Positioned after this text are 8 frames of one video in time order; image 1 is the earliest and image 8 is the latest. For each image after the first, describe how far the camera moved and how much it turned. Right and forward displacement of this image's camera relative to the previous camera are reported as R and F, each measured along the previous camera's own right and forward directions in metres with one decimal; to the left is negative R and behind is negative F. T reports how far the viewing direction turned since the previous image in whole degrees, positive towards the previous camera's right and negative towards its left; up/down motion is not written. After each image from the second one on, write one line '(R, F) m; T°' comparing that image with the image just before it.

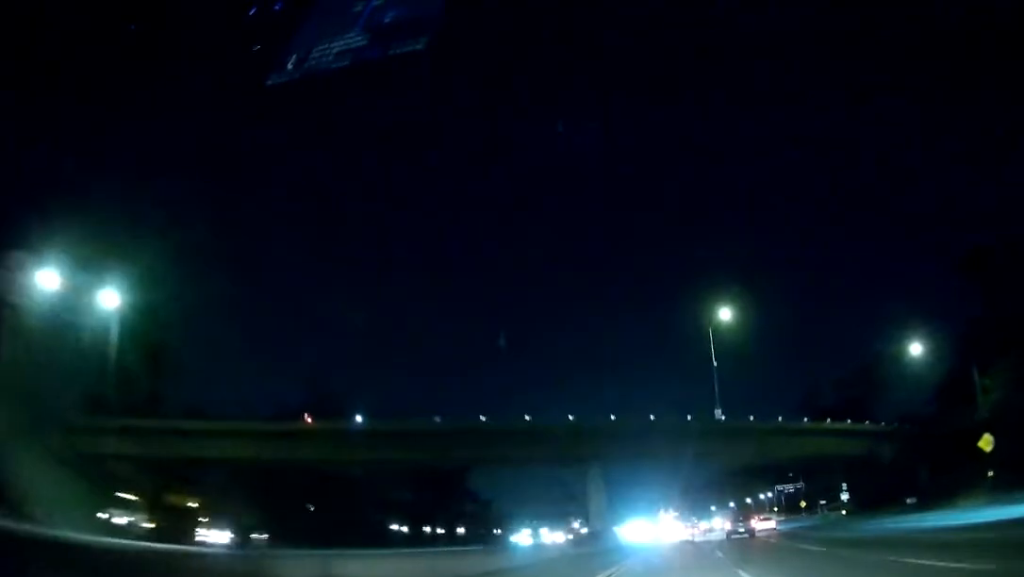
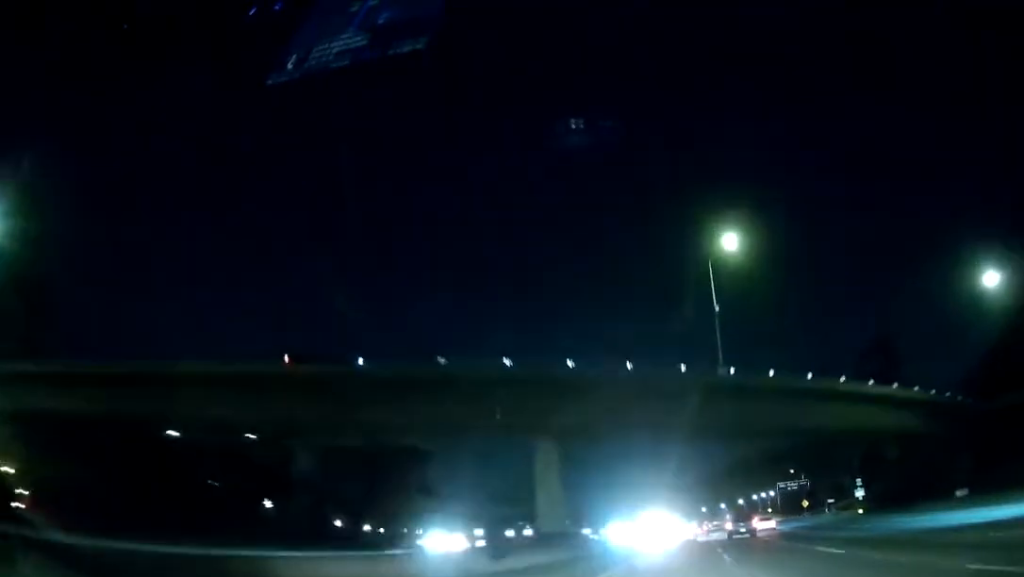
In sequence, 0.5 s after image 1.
(+0.1, +17.0) m; +1°
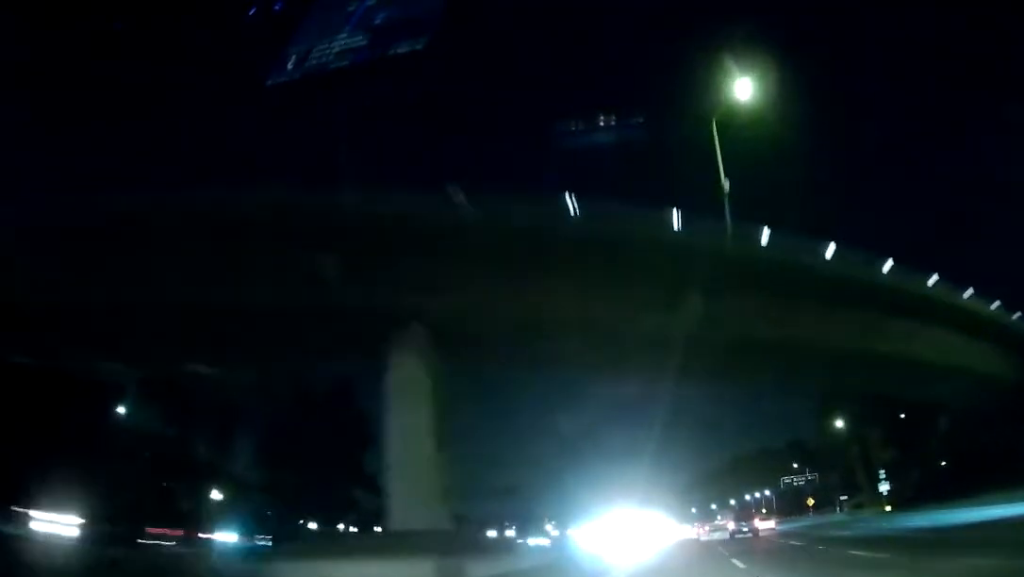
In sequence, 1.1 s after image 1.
(+0.2, +19.3) m; +1°
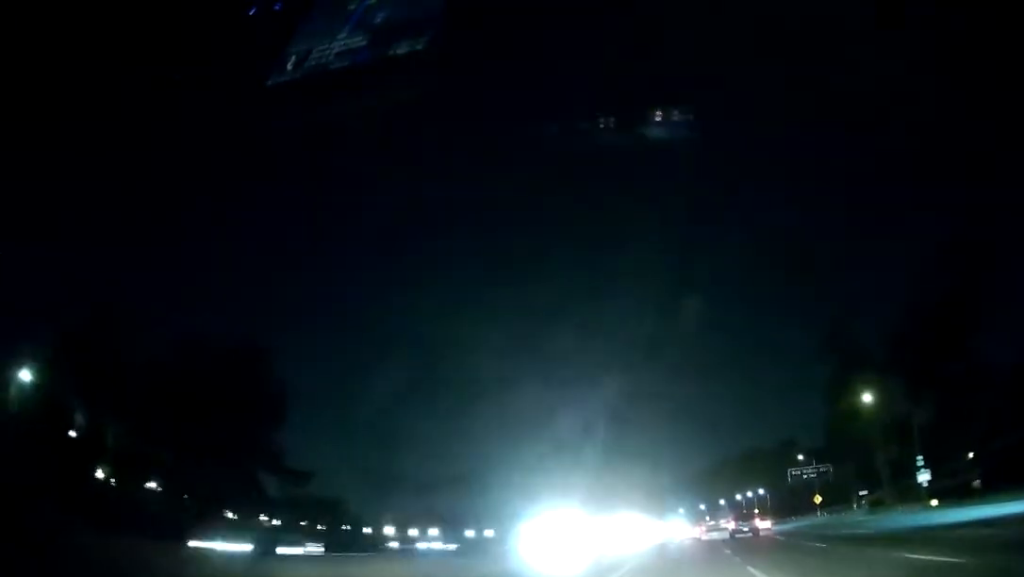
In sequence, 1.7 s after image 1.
(0.0, +19.3) m; +1°
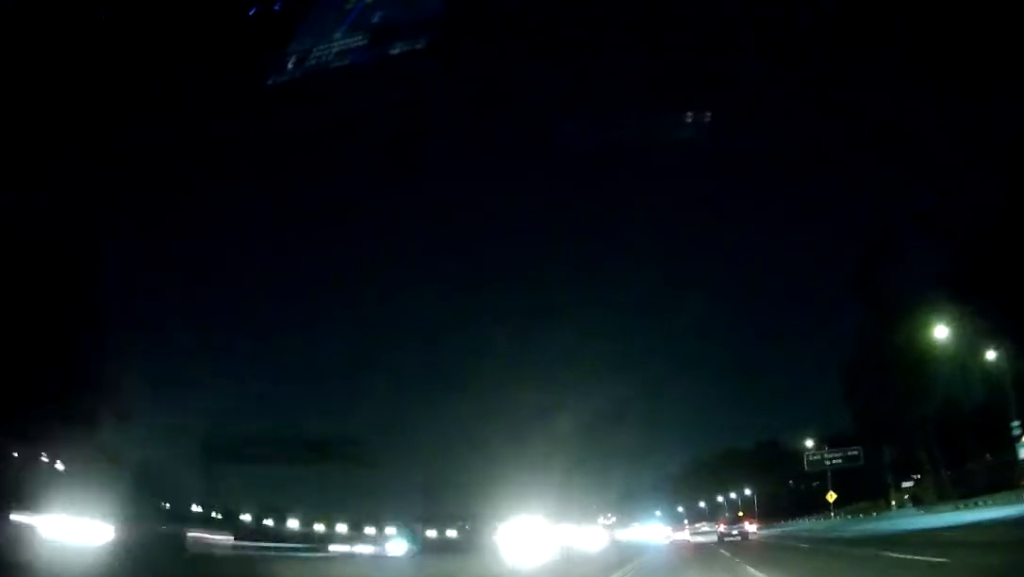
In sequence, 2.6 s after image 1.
(+0.4, +27.0) m; +2°
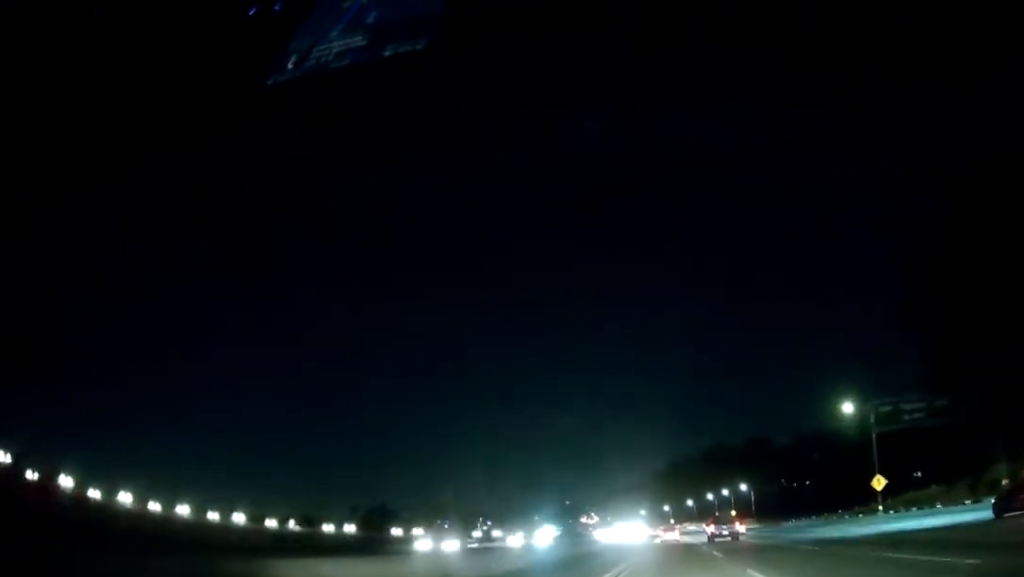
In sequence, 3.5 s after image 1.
(+0.5, +30.6) m; +2°
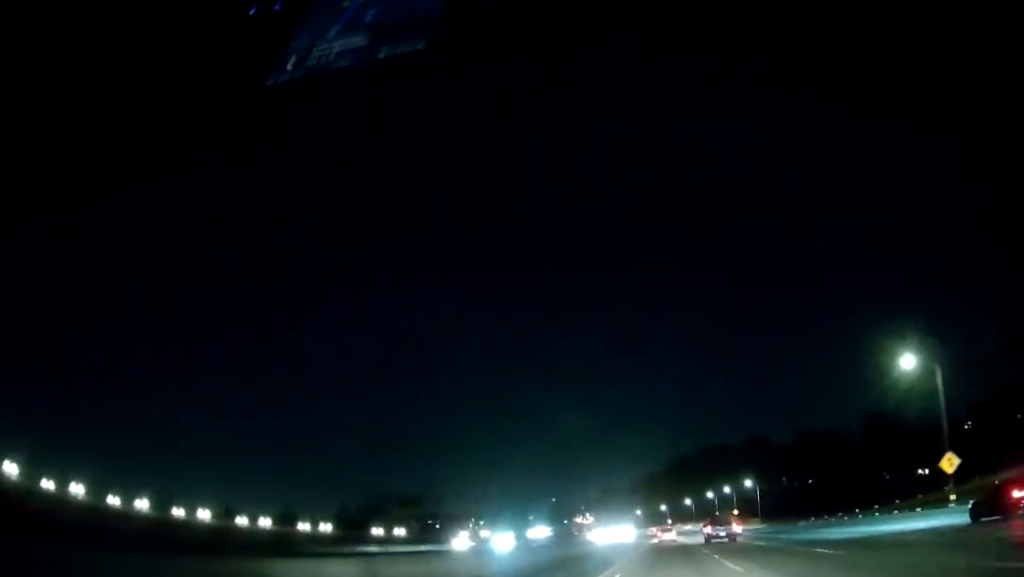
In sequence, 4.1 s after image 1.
(+0.2, +21.1) m; 0°
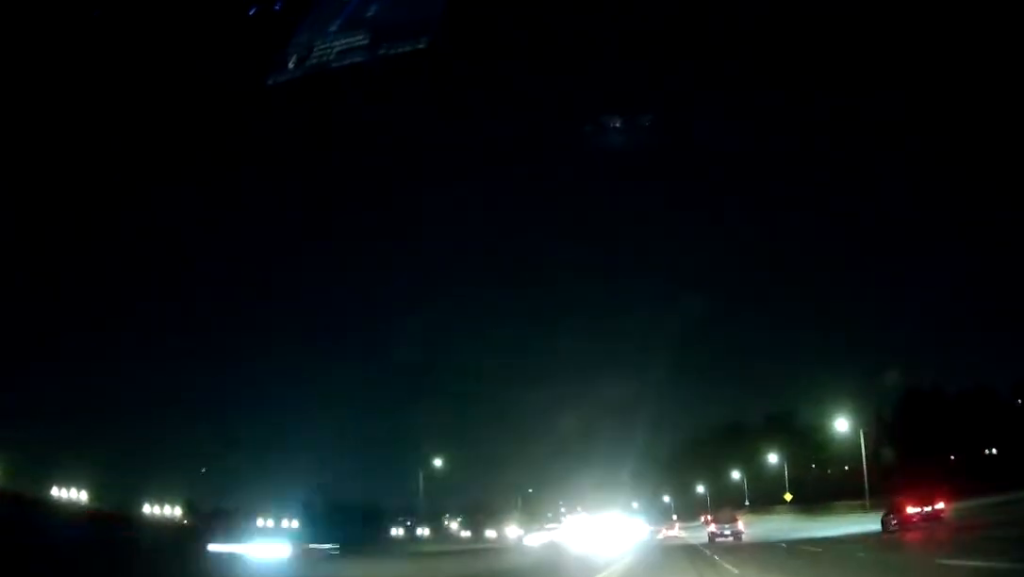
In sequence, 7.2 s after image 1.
(+1.0, +104.0) m; 0°
